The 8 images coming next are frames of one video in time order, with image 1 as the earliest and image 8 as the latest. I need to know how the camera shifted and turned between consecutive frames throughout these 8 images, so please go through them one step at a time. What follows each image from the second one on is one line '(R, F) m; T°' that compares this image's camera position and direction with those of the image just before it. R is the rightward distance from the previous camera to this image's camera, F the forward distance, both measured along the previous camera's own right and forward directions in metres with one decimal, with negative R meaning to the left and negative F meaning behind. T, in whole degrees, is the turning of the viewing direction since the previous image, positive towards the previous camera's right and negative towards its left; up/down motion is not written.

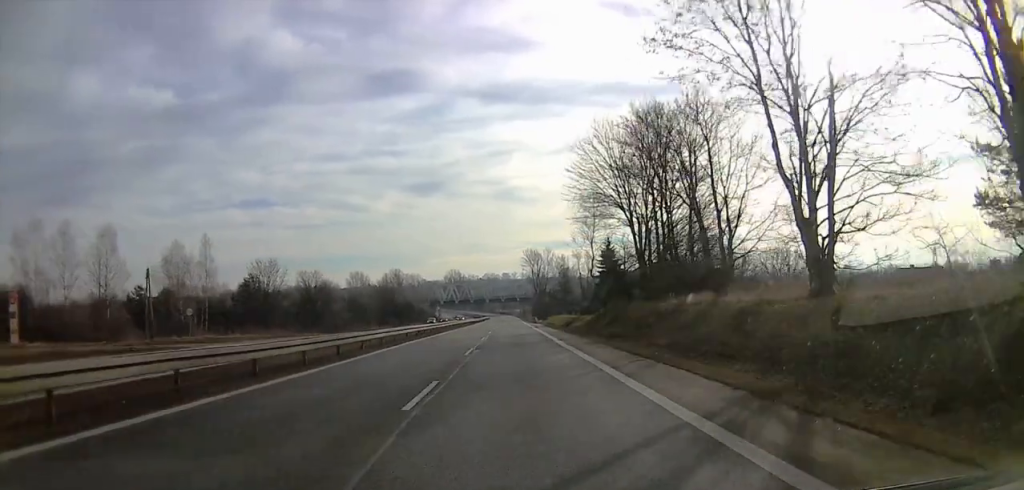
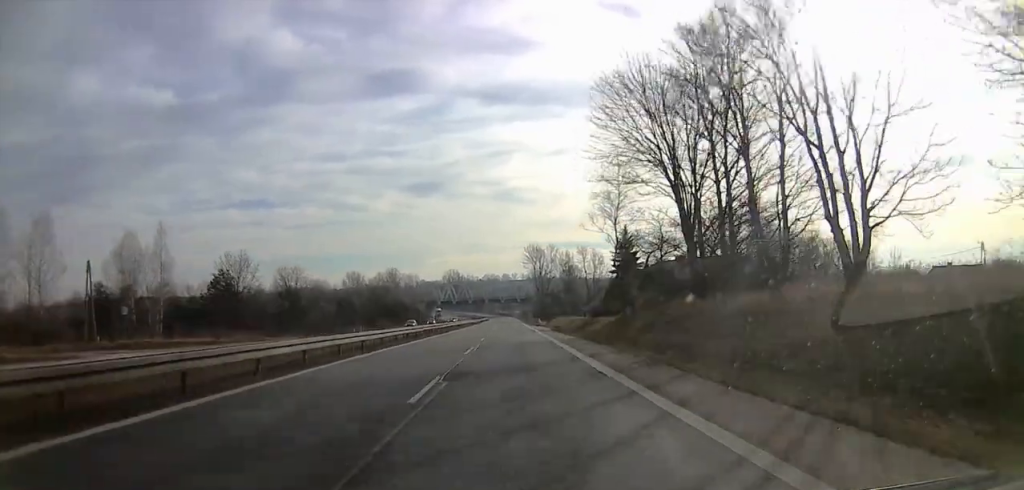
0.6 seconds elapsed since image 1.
(0.0, +12.0) m; 0°
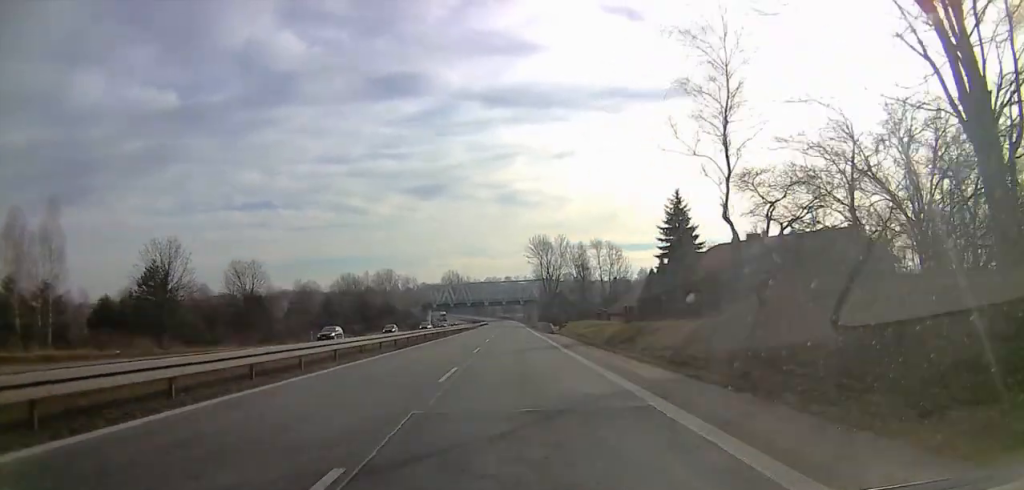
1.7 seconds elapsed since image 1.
(0.0, +21.0) m; +1°
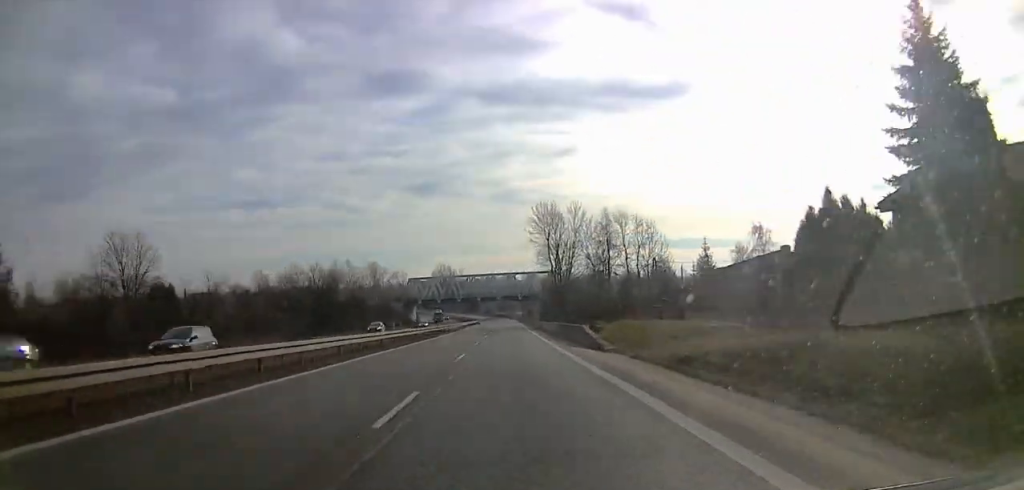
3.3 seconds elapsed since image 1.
(+0.7, +29.7) m; +3°
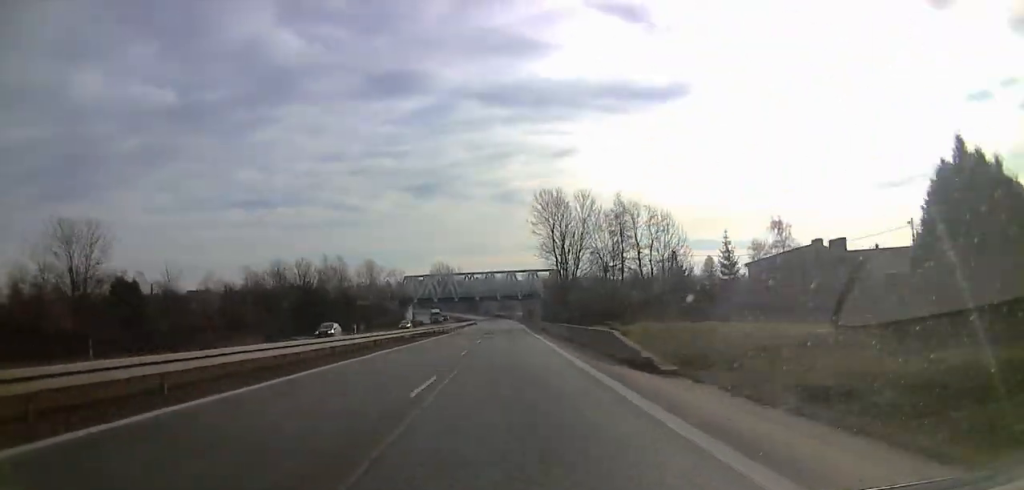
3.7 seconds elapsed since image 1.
(+0.1, +9.1) m; +1°
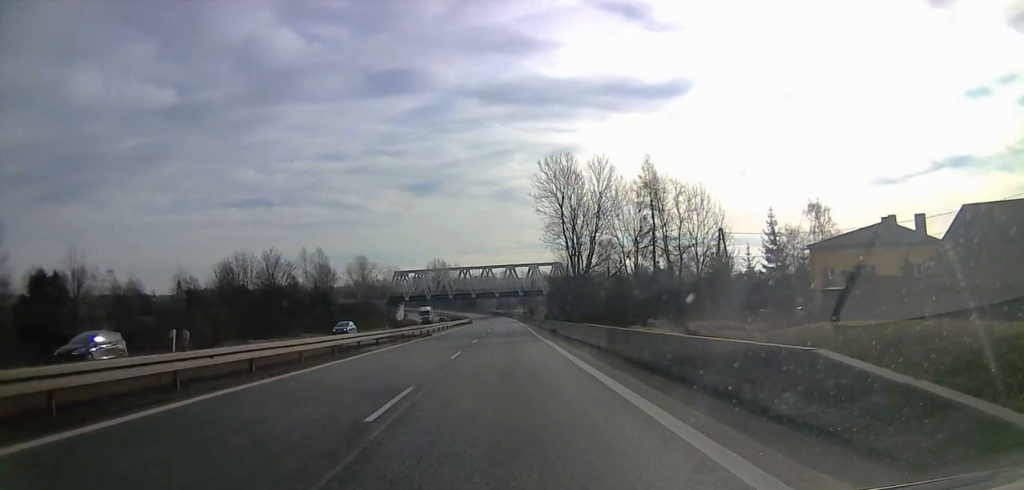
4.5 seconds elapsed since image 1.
(+0.2, +14.6) m; +1°
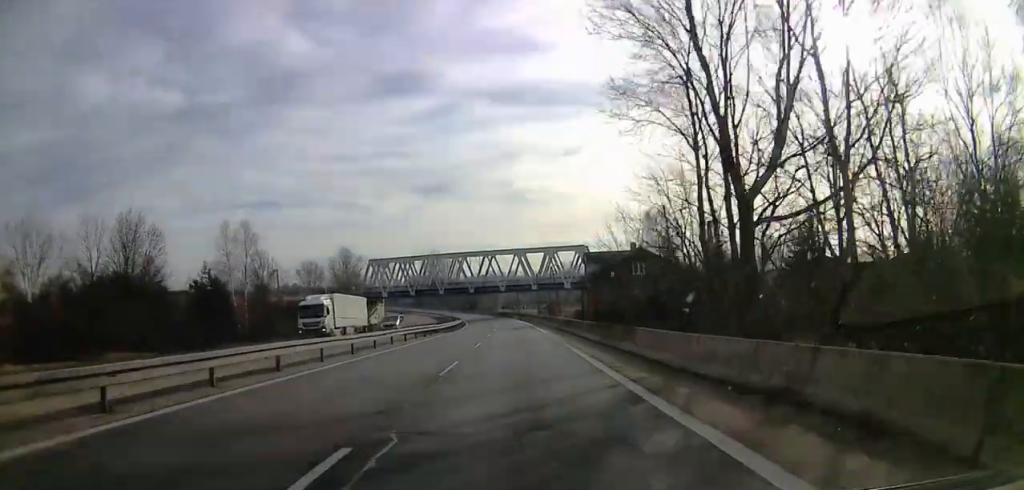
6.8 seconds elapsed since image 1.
(-0.4, +37.2) m; -1°
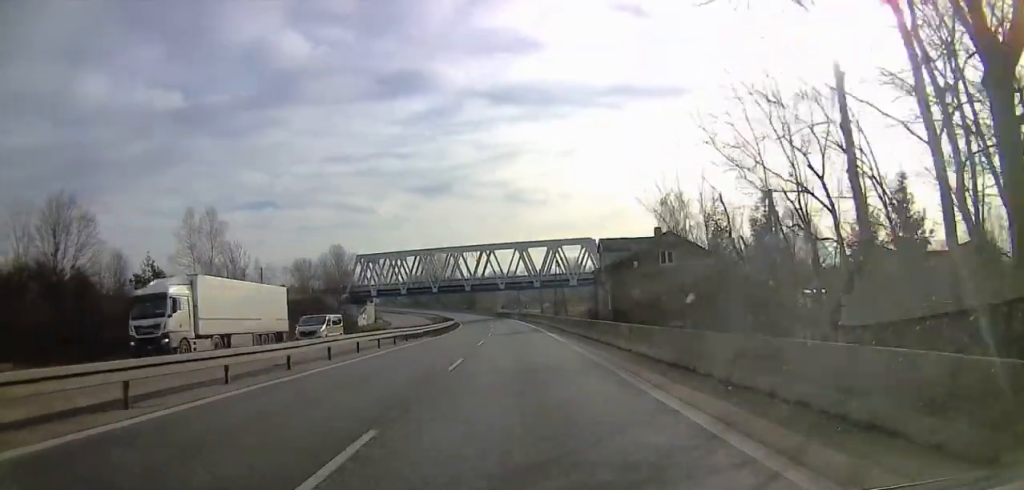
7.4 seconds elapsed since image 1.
(-0.2, +10.4) m; 0°
